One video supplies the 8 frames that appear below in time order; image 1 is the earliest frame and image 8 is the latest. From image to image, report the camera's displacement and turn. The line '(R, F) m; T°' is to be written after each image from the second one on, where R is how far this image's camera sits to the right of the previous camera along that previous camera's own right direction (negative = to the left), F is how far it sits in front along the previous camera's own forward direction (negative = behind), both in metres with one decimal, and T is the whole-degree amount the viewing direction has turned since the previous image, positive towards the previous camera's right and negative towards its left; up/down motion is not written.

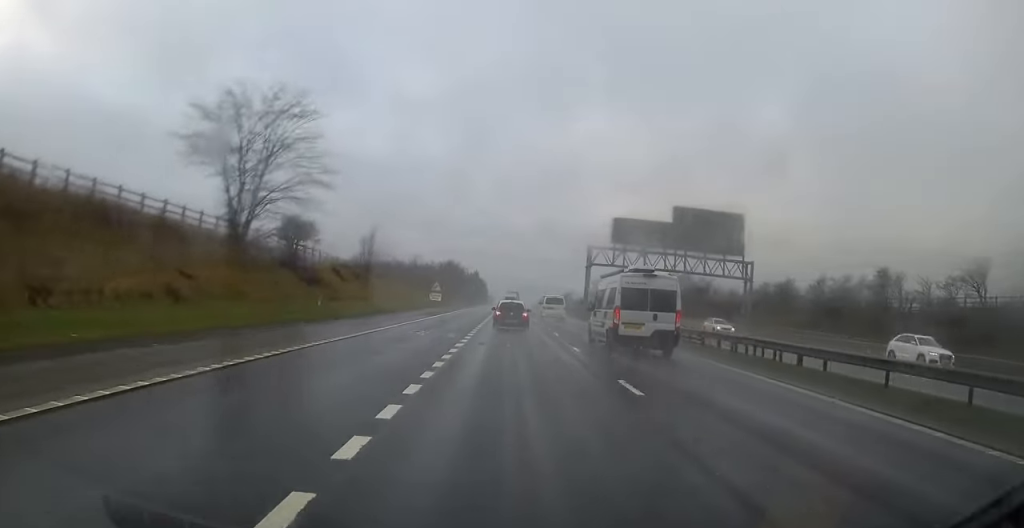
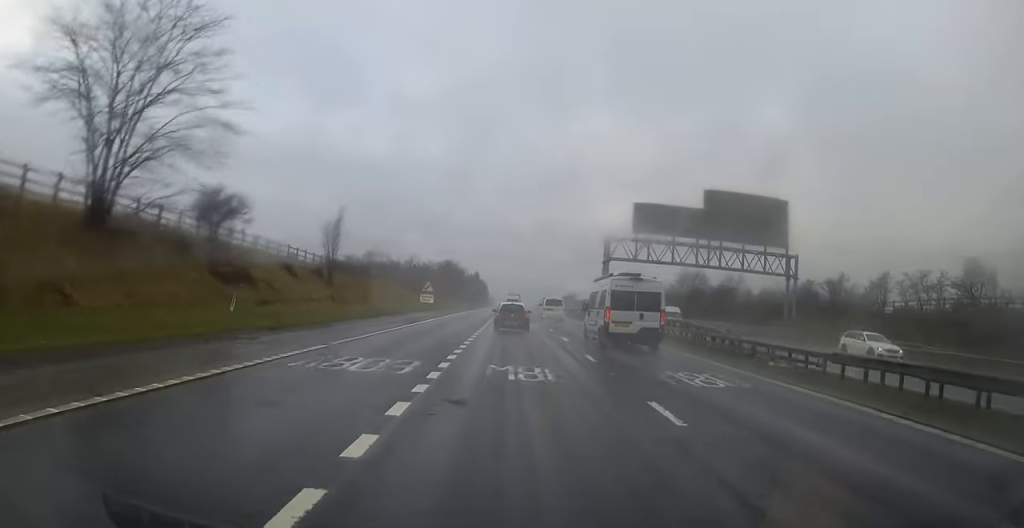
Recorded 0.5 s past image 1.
(+0.1, +11.8) m; -1°
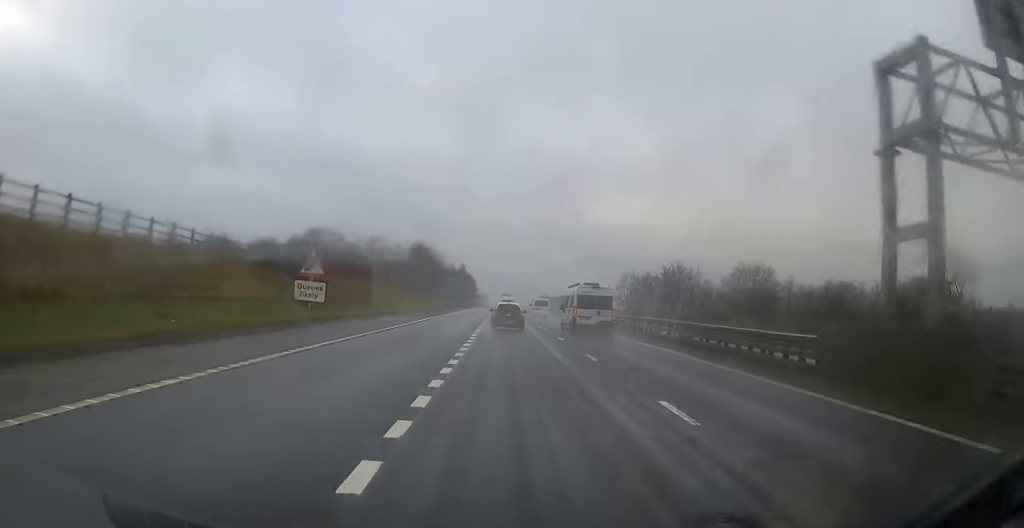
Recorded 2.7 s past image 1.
(-0.2, +47.1) m; +1°
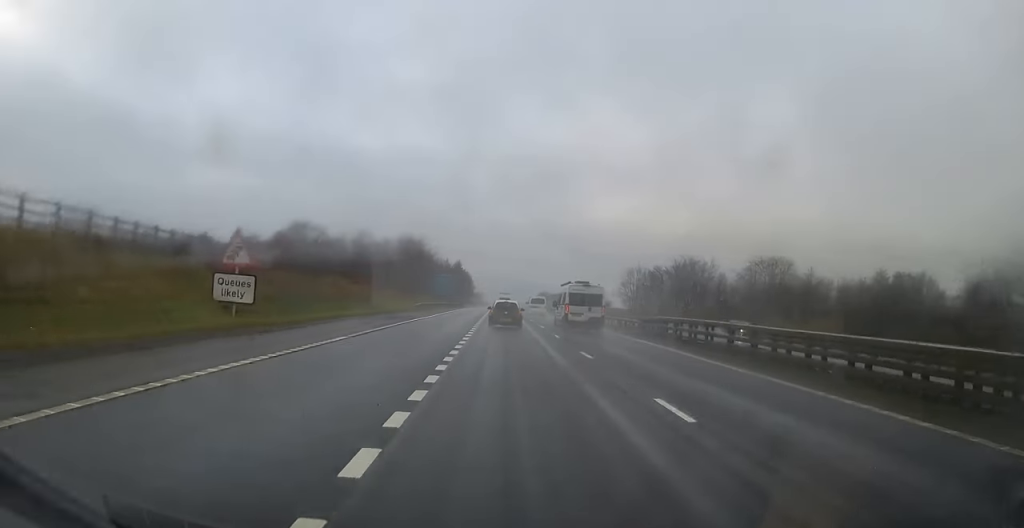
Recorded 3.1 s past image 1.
(0.0, +9.6) m; 0°
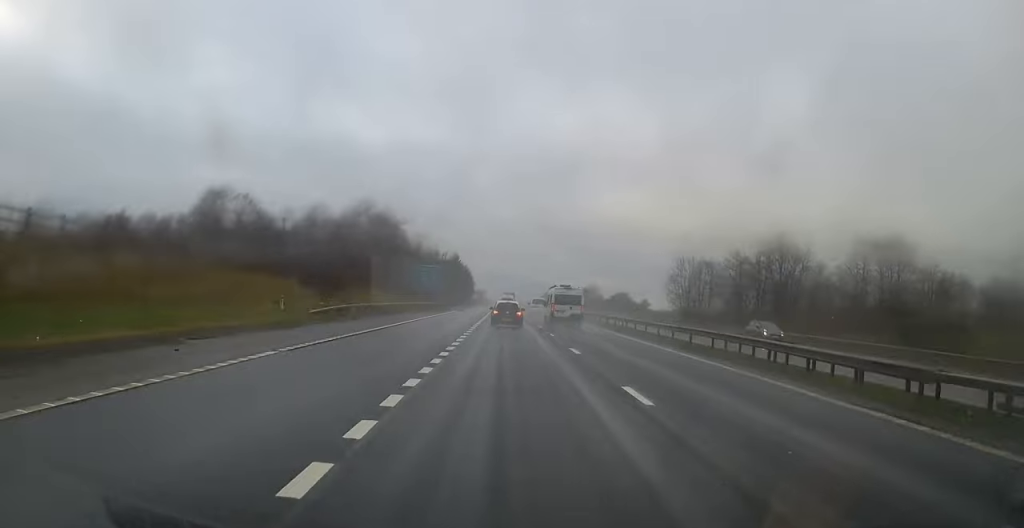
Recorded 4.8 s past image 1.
(-0.2, +36.6) m; -1°
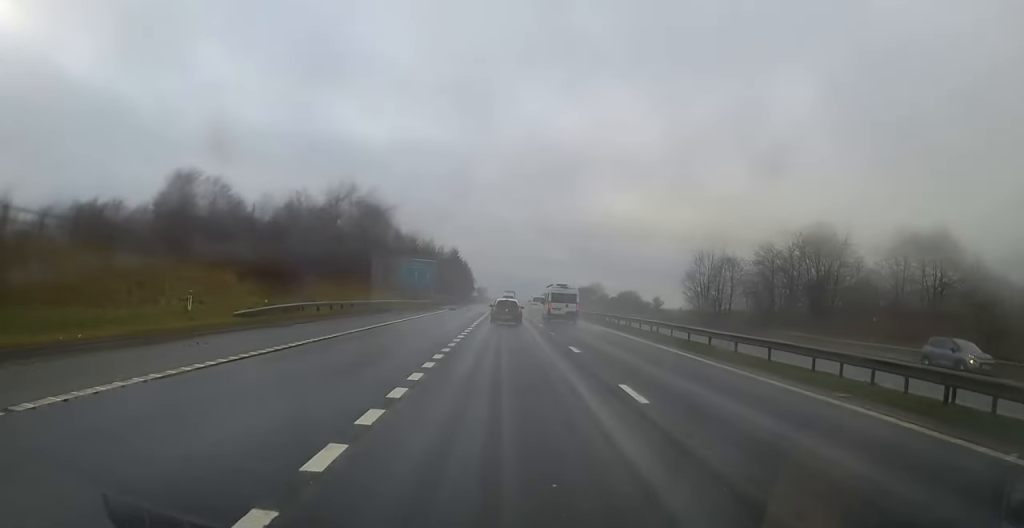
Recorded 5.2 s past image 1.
(-0.2, +9.4) m; 0°
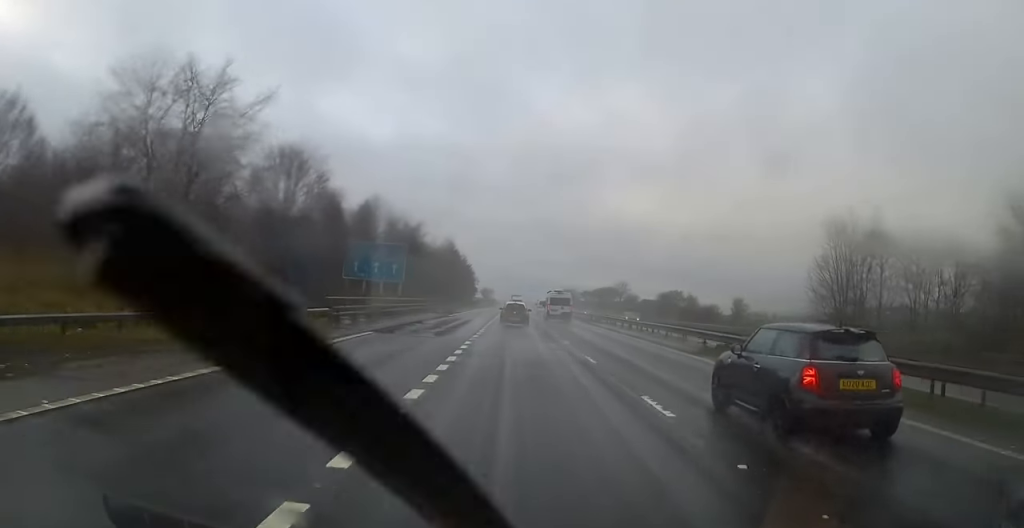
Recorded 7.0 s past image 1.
(+0.5, +38.0) m; +1°
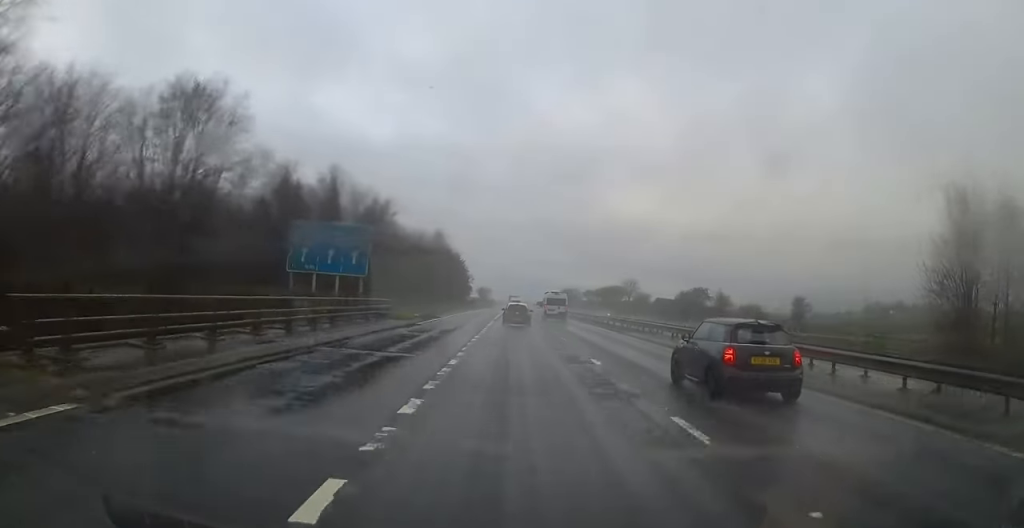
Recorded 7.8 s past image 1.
(-0.2, +17.1) m; -1°
